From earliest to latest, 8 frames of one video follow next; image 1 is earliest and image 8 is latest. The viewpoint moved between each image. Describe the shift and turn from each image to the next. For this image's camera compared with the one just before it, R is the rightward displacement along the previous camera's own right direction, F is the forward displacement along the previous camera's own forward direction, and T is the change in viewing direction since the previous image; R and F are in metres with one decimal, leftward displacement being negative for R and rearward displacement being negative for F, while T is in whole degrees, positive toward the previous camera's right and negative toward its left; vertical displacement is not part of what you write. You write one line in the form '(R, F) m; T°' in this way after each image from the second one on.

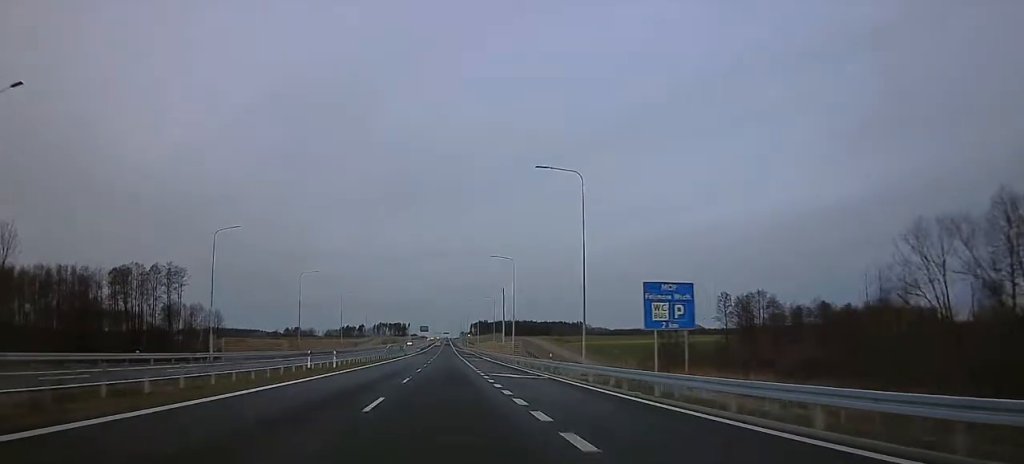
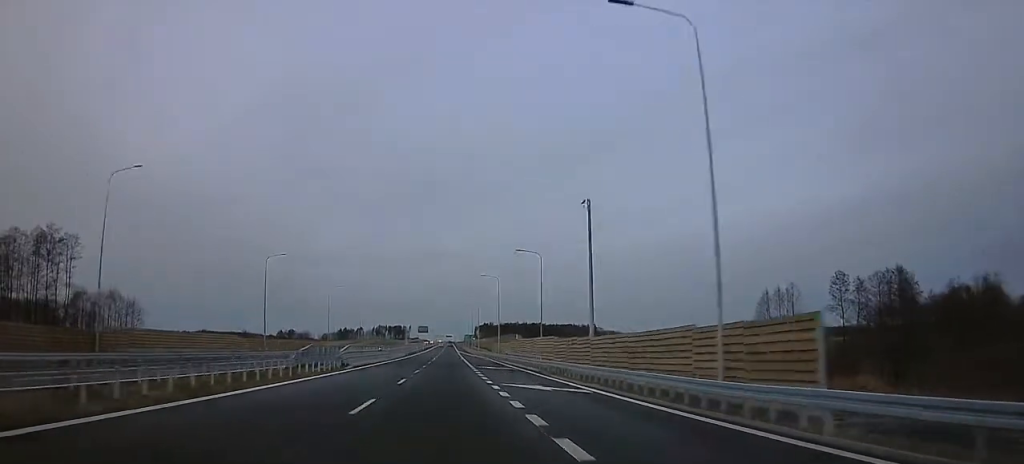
(-1.6, +60.9) m; -2°
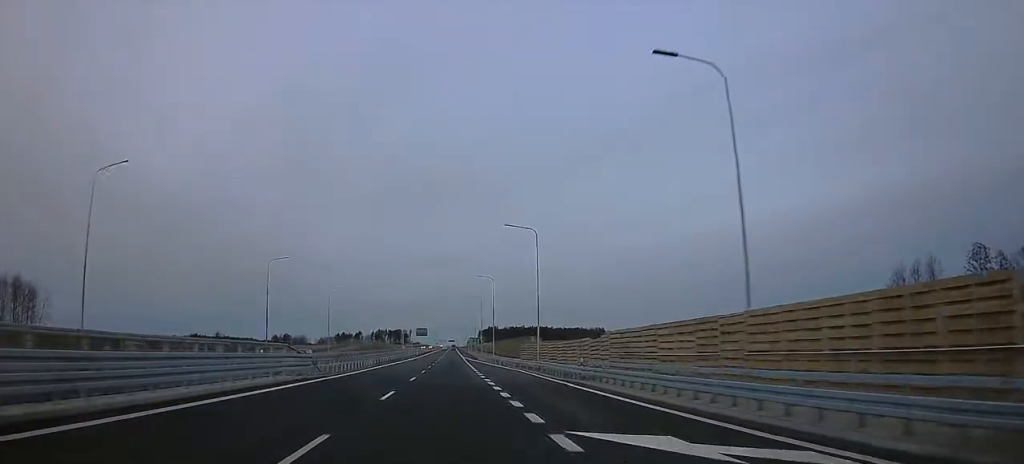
(0.0, +43.4) m; 0°
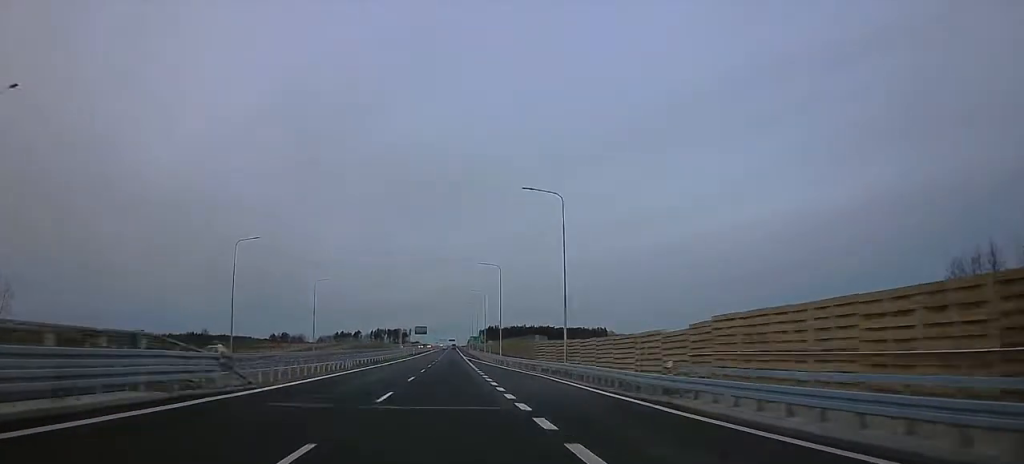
(0.0, +13.3) m; 0°
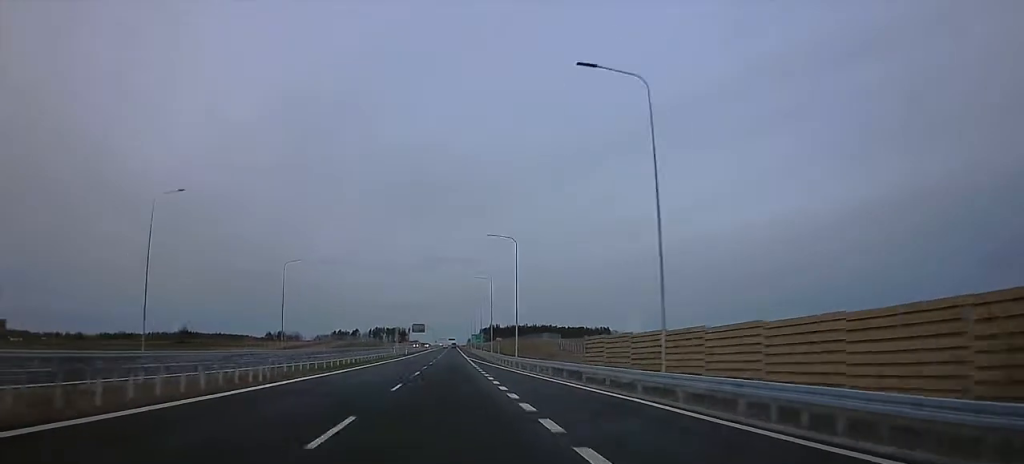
(0.0, +20.5) m; +1°
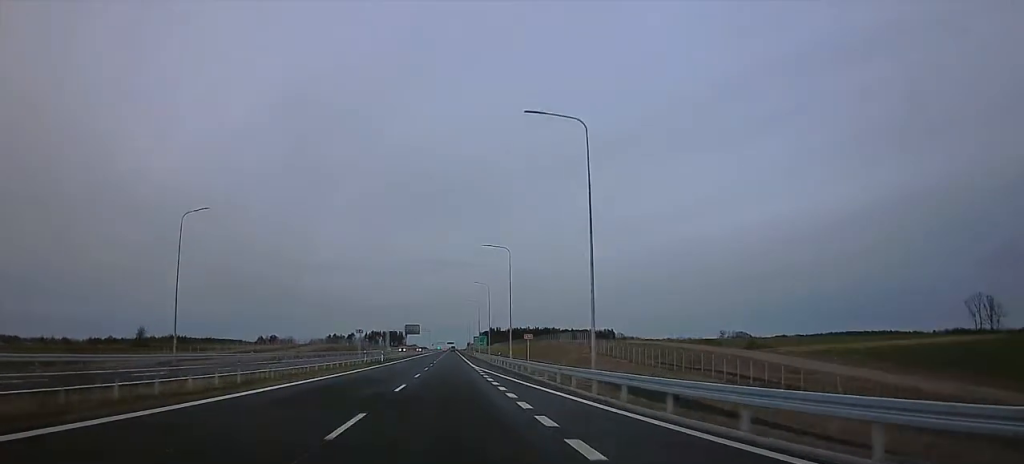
(+0.5, +34.8) m; +1°
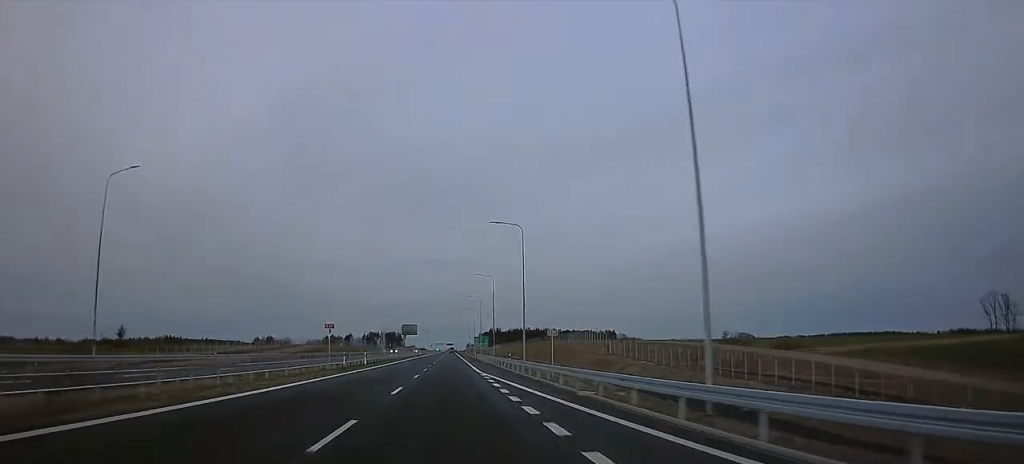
(+0.4, +13.3) m; 0°
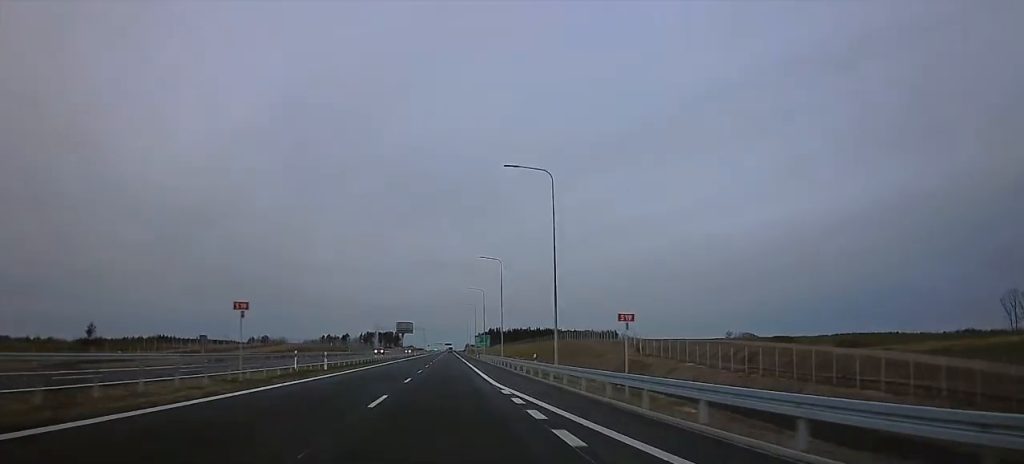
(-0.3, +17.4) m; -1°
